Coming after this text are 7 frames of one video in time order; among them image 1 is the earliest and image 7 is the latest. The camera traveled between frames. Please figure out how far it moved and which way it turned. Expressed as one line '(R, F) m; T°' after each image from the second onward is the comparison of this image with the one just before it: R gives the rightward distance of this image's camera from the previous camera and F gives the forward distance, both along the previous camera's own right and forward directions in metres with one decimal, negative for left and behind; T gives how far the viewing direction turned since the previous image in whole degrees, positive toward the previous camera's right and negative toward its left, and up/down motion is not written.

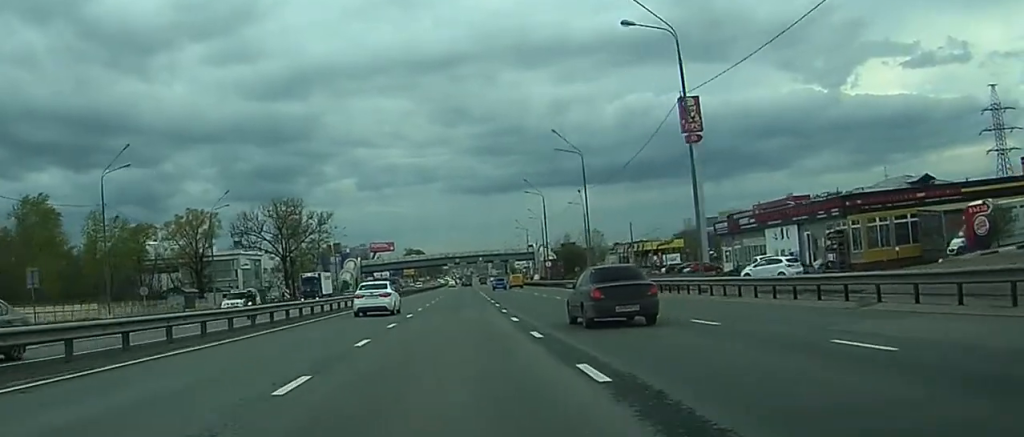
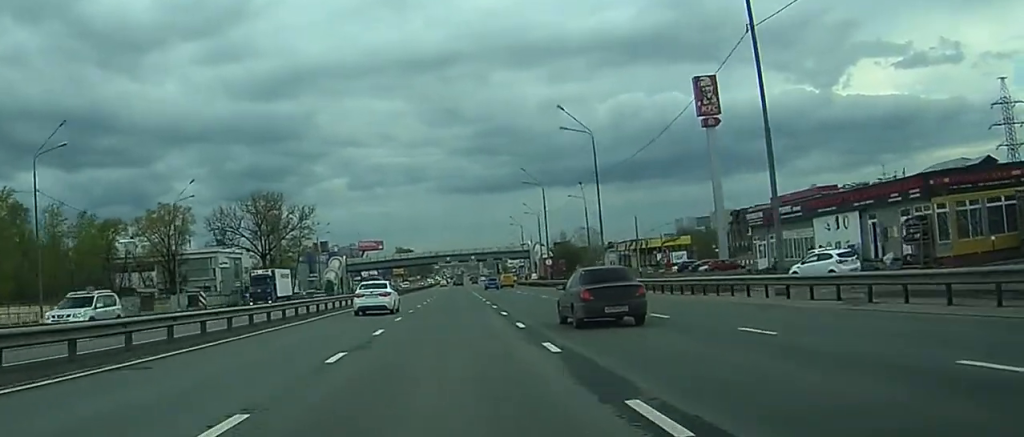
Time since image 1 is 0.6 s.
(0.0, +11.9) m; 0°
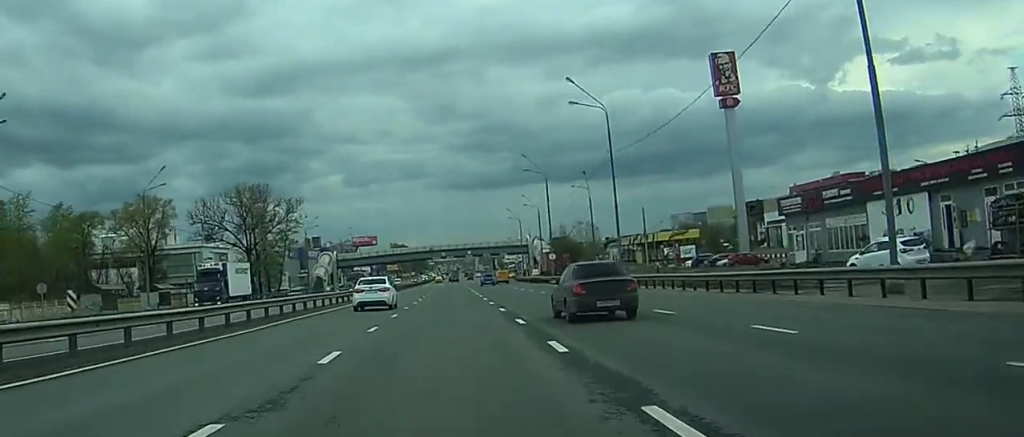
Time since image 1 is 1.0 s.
(0.0, +9.1) m; 0°
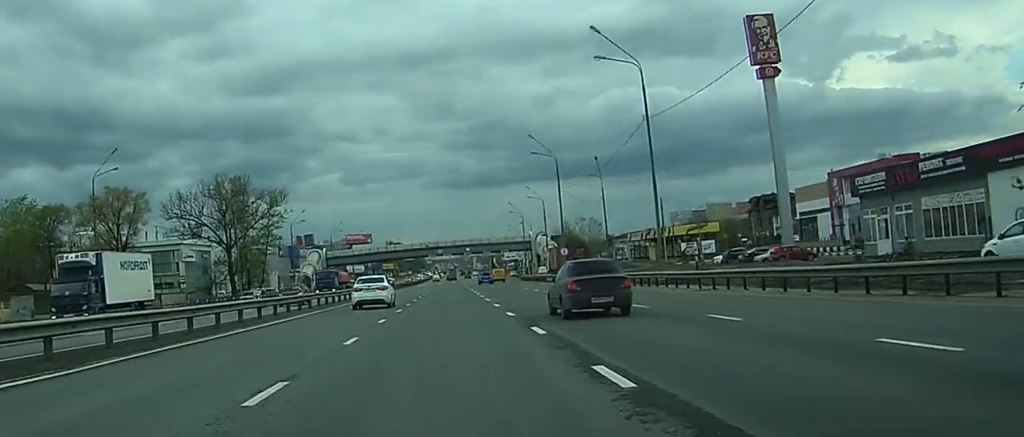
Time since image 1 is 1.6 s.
(0.0, +13.6) m; +1°
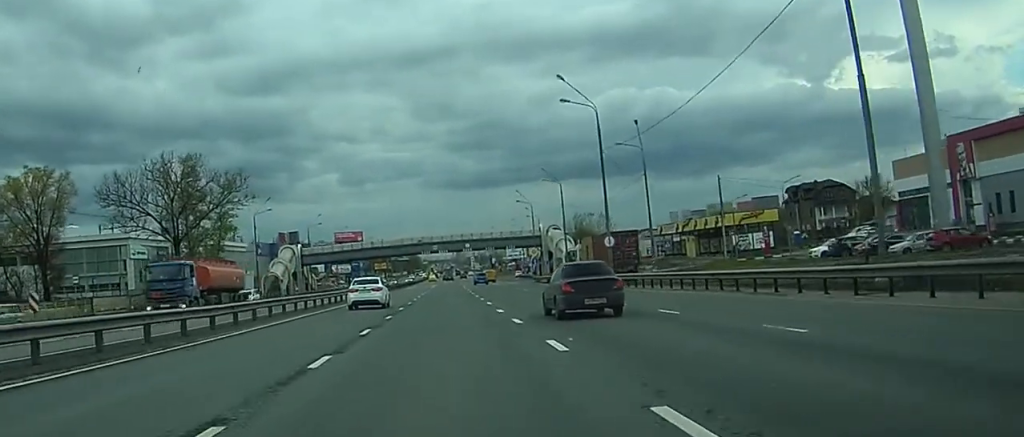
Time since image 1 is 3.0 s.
(+0.6, +29.4) m; +2°
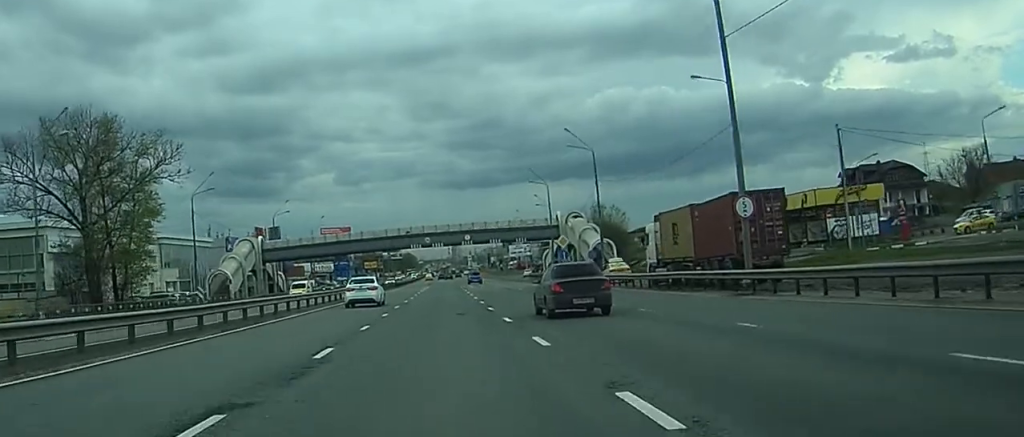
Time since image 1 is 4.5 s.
(+0.2, +34.5) m; 0°
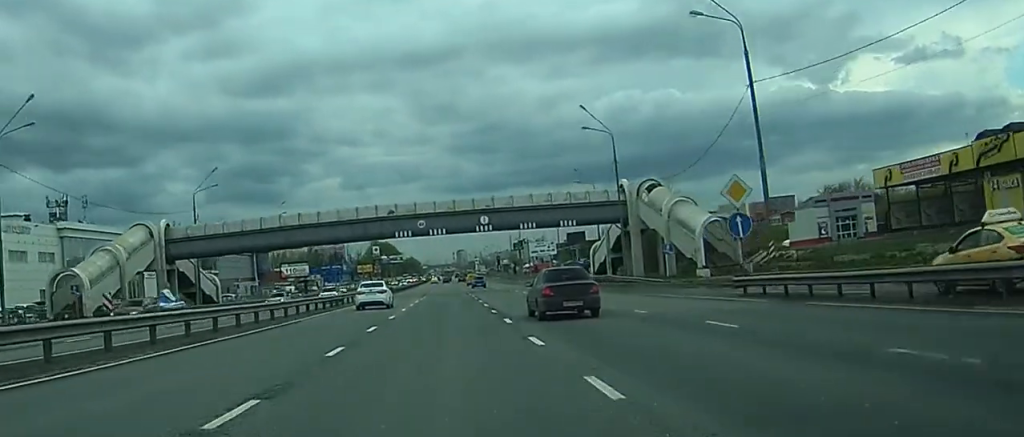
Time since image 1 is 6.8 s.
(0.0, +55.2) m; 0°
